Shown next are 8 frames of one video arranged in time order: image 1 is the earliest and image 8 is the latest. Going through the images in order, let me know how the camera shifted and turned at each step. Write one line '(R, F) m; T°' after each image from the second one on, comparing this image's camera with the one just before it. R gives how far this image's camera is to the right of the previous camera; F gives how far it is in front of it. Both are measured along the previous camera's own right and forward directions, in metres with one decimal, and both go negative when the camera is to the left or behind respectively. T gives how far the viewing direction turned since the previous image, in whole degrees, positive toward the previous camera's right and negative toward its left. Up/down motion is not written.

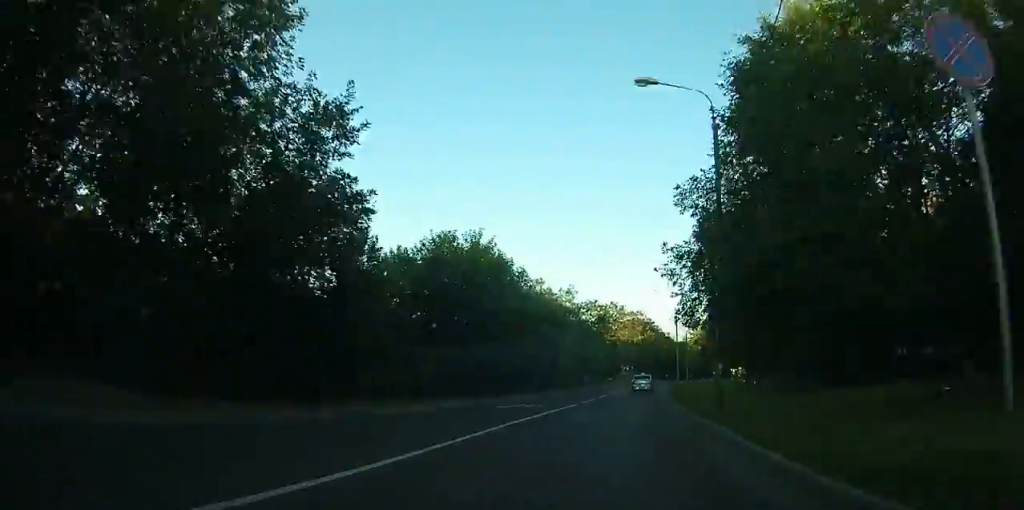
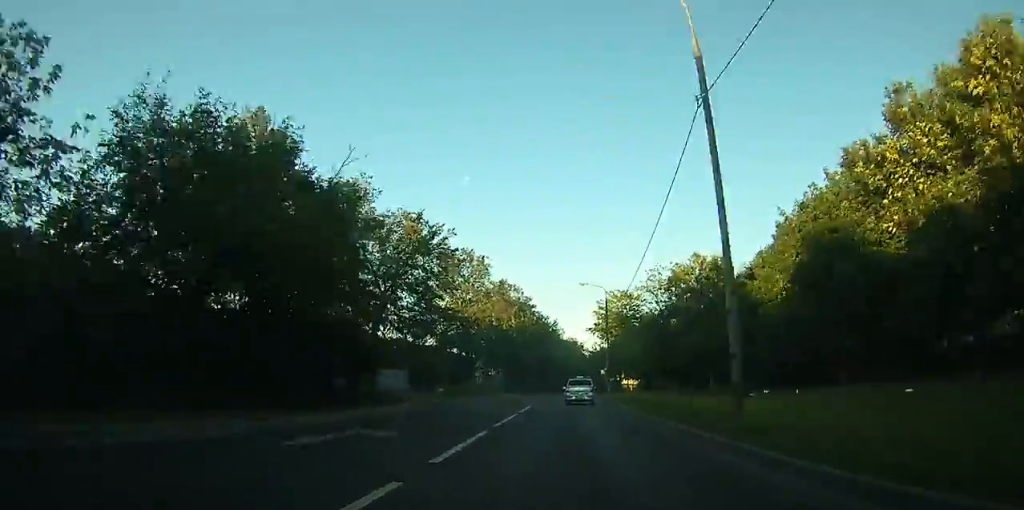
(+2.6, +50.0) m; +8°
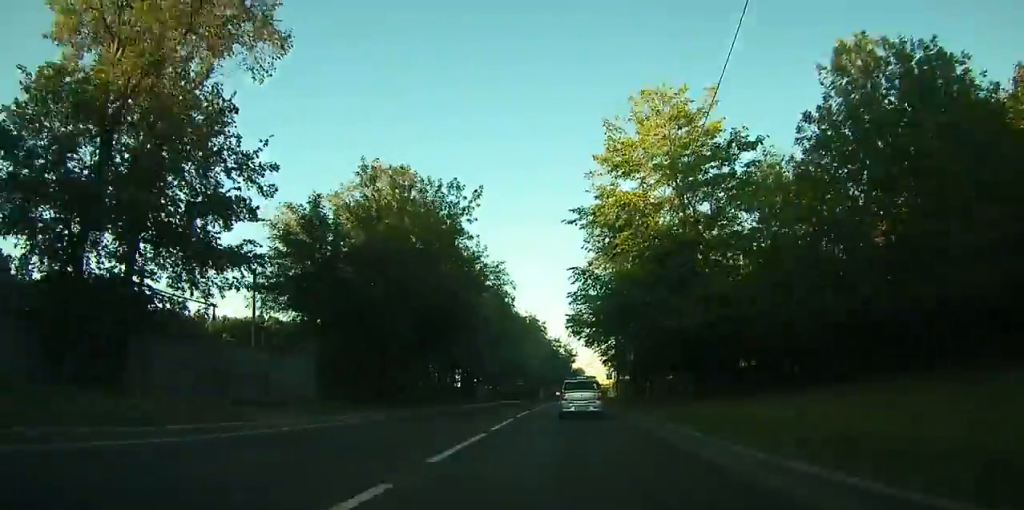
(+3.0, +50.9) m; +6°
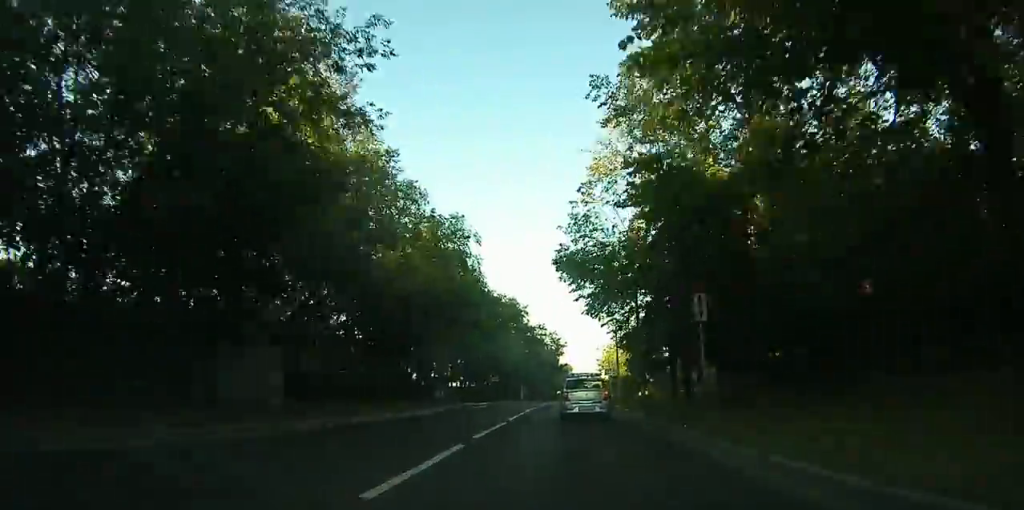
(+0.3, +21.4) m; +2°
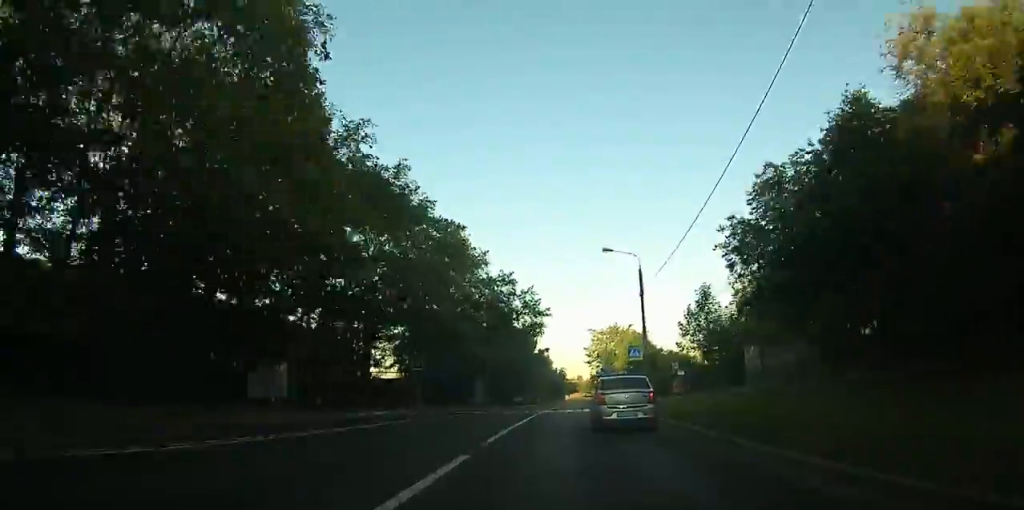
(+0.8, +37.8) m; +3°
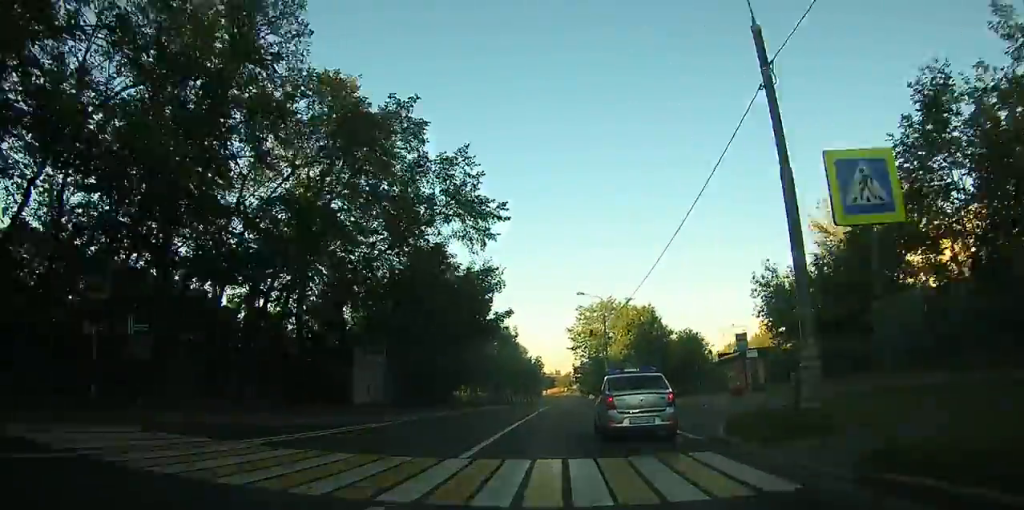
(+0.7, +32.6) m; +1°
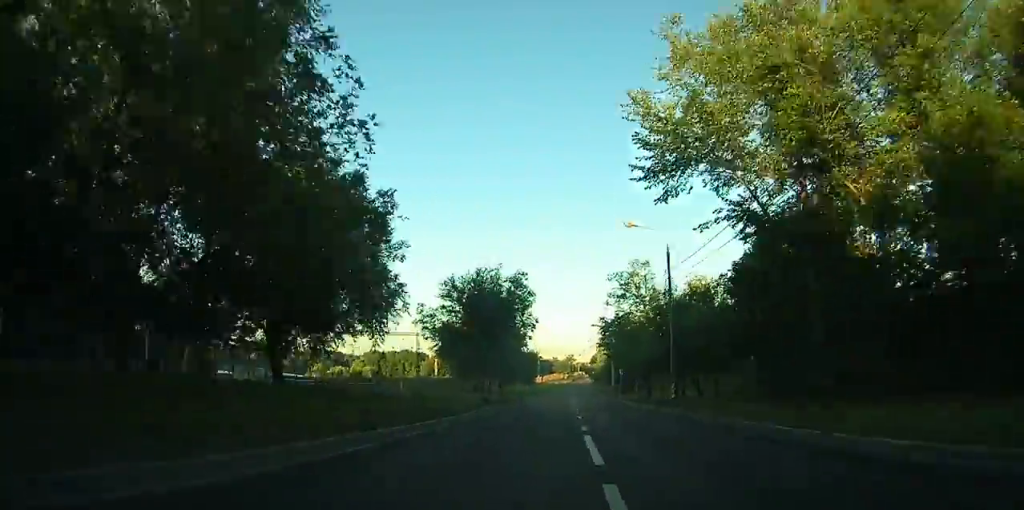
(+0.8, +68.2) m; +2°
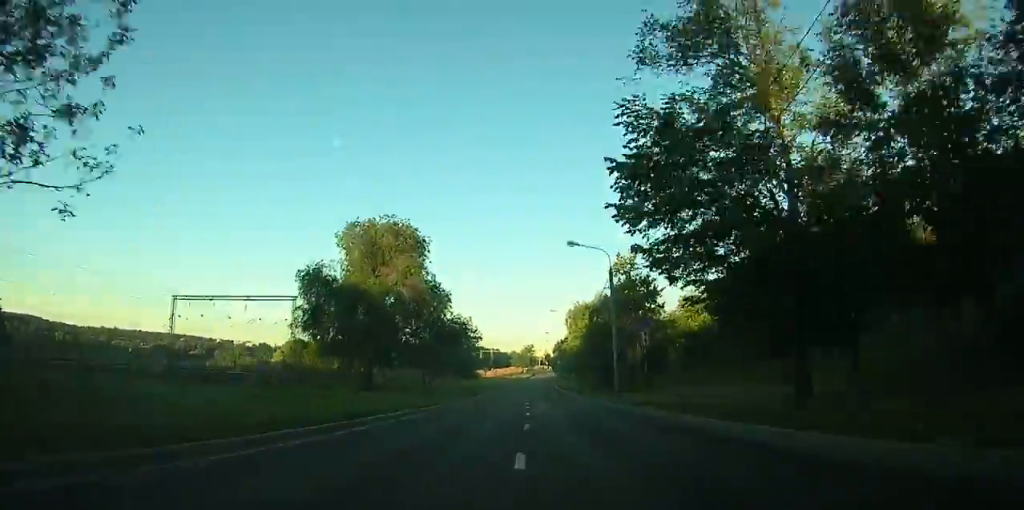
(+0.3, +37.4) m; +1°
